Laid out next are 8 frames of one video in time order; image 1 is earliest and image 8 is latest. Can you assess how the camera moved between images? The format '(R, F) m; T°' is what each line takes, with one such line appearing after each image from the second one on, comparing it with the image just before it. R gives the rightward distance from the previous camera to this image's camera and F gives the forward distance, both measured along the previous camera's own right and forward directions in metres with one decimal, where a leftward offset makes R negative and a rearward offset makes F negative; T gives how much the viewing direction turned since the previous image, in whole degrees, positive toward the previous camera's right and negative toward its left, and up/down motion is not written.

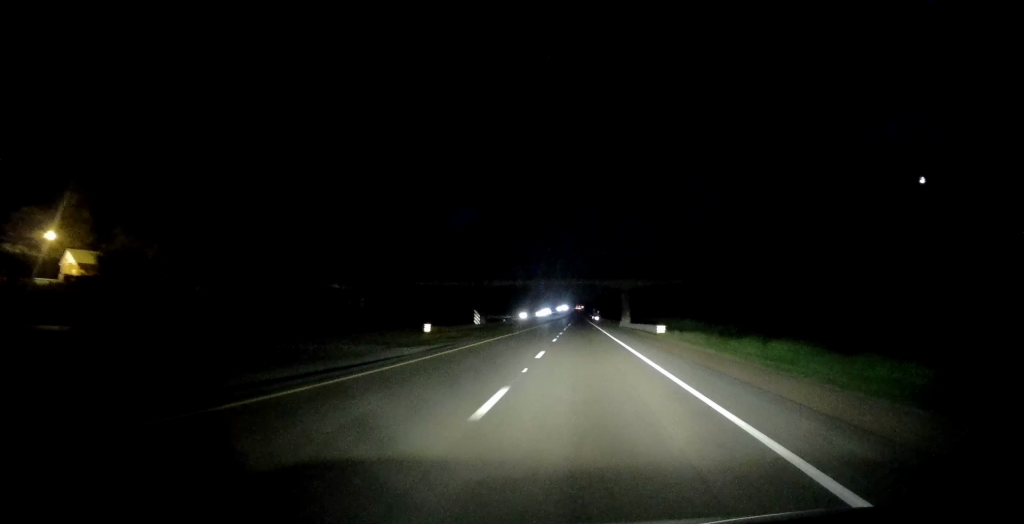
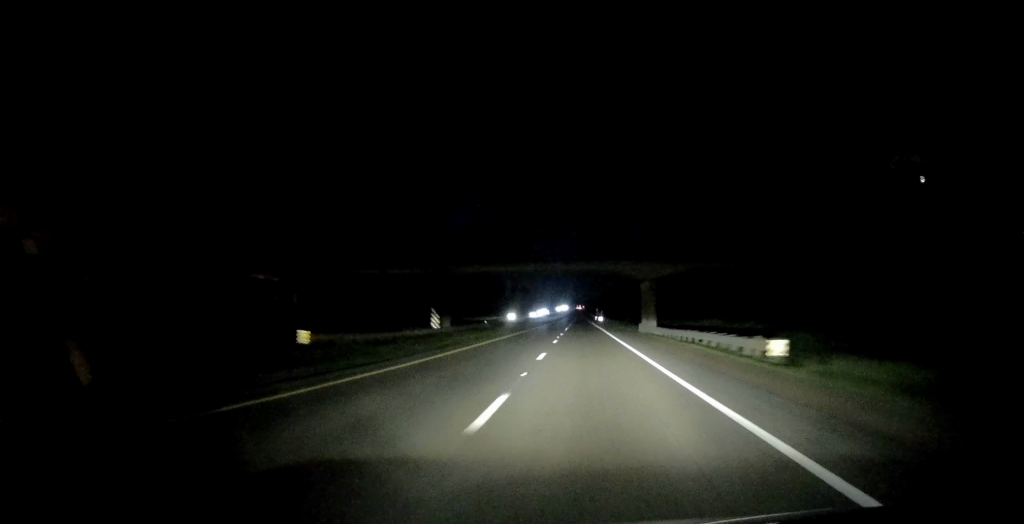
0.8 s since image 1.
(+0.2, +25.2) m; 0°
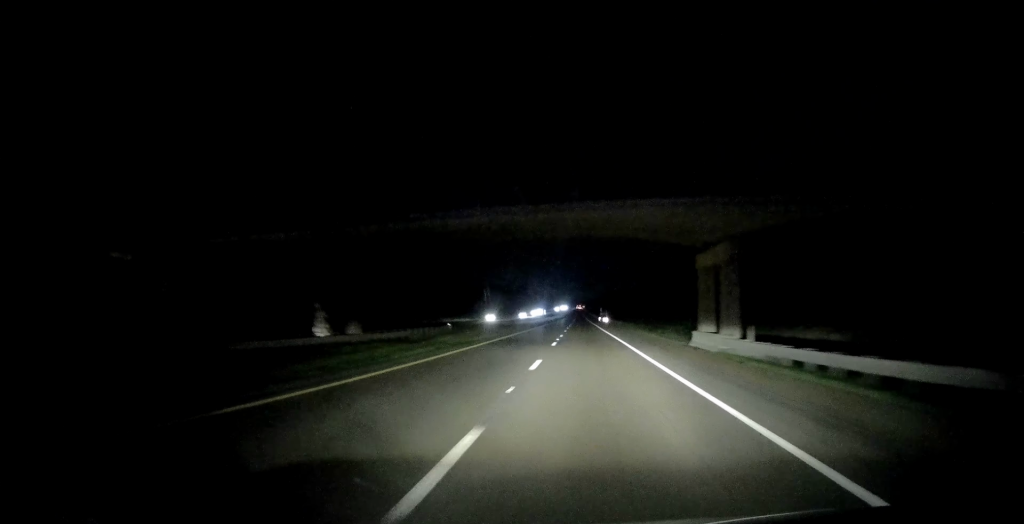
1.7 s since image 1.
(0.0, +27.4) m; 0°
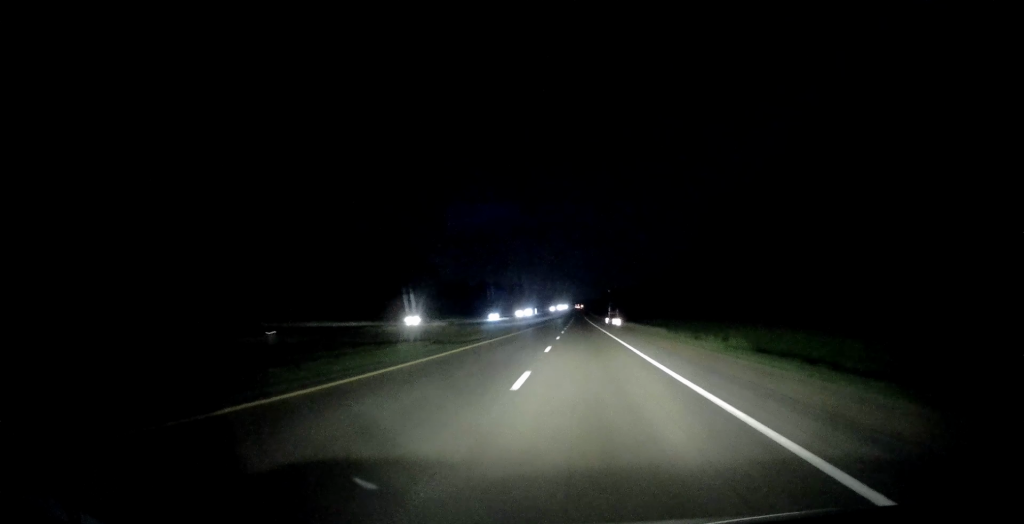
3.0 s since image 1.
(+0.1, +41.0) m; 0°
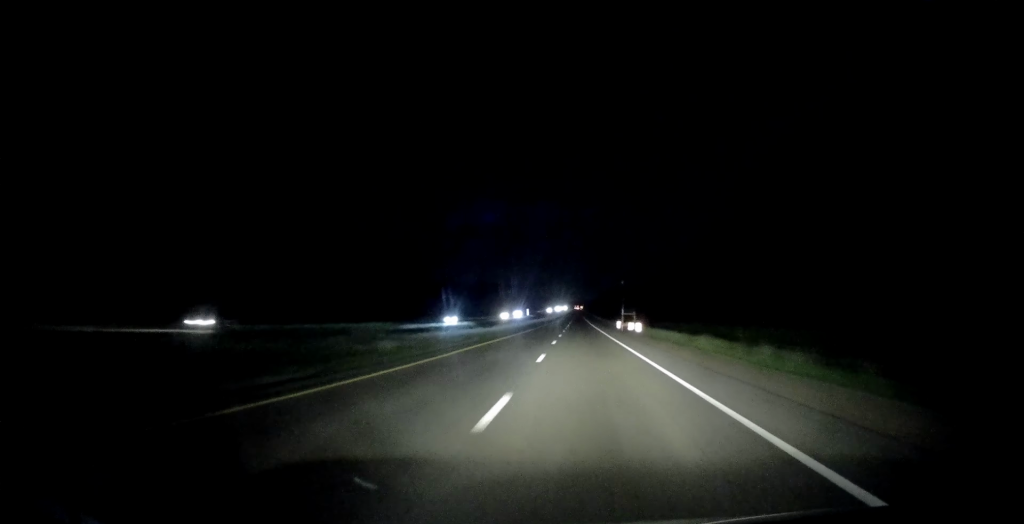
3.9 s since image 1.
(-0.1, +28.4) m; 0°
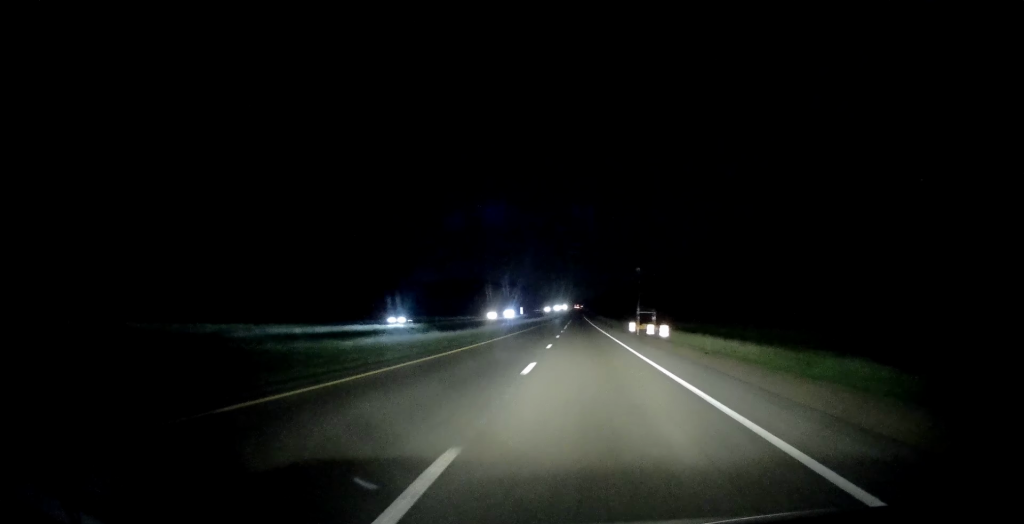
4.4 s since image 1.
(0.0, +16.8) m; 0°
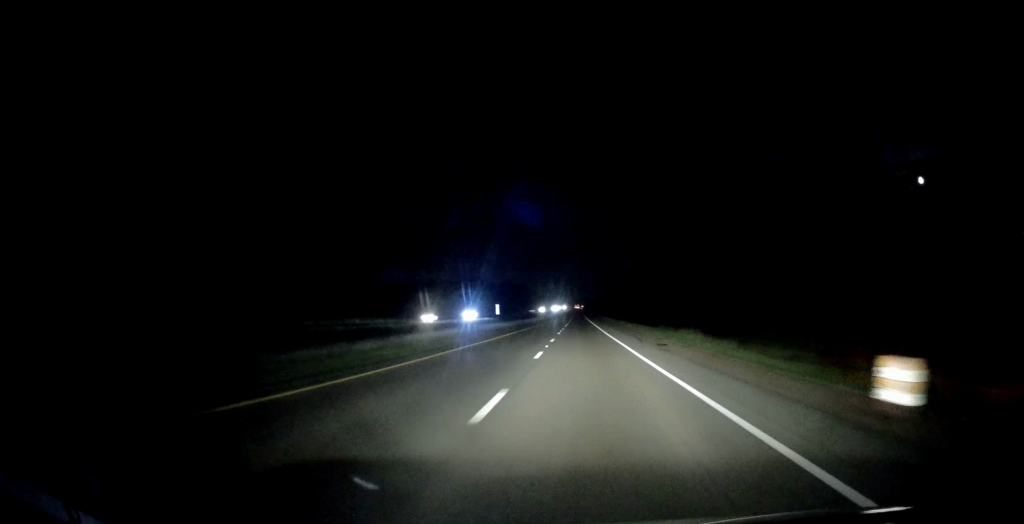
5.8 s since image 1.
(-0.1, +43.9) m; 0°
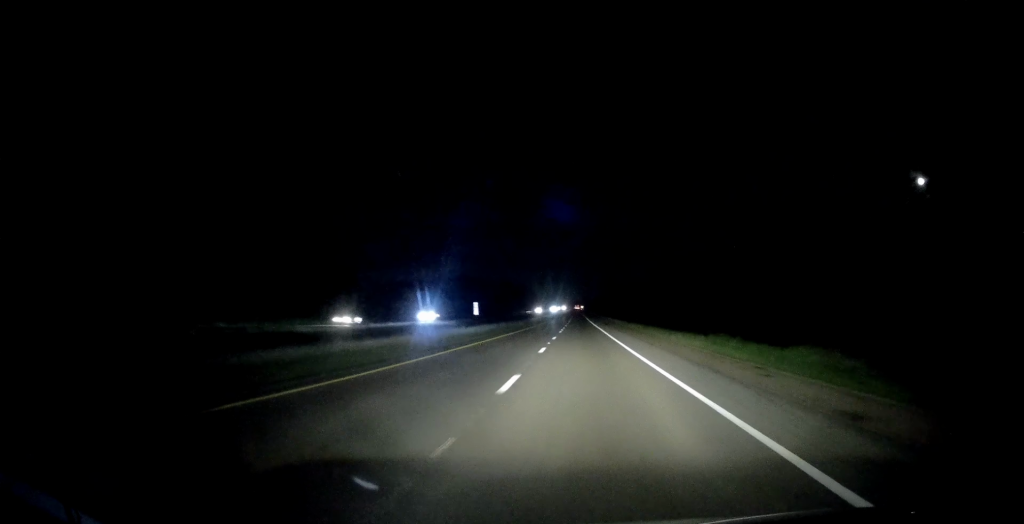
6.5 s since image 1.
(0.0, +21.0) m; 0°
